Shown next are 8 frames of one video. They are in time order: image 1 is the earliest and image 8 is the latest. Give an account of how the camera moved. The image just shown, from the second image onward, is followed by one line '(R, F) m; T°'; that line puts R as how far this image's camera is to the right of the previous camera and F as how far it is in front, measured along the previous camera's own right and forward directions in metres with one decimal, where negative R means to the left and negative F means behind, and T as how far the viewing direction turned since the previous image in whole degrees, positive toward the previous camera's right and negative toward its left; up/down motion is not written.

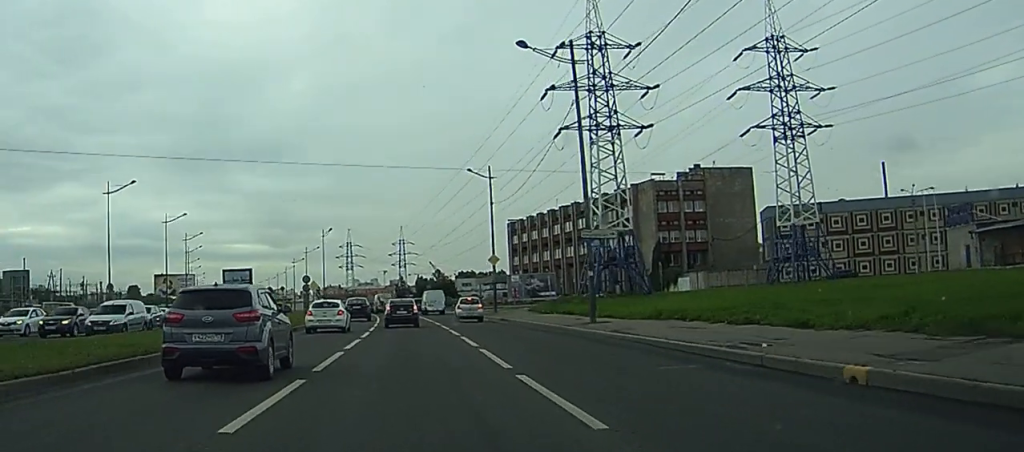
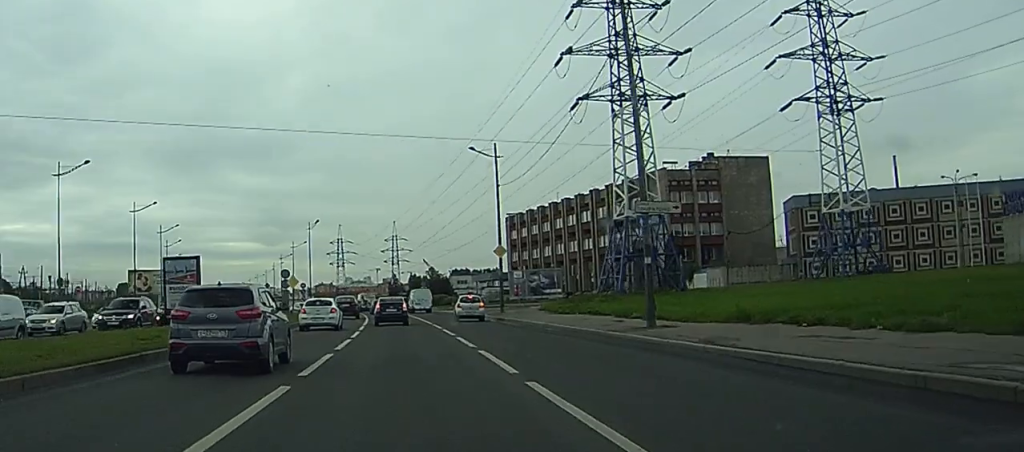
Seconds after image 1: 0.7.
(0.0, +9.2) m; 0°
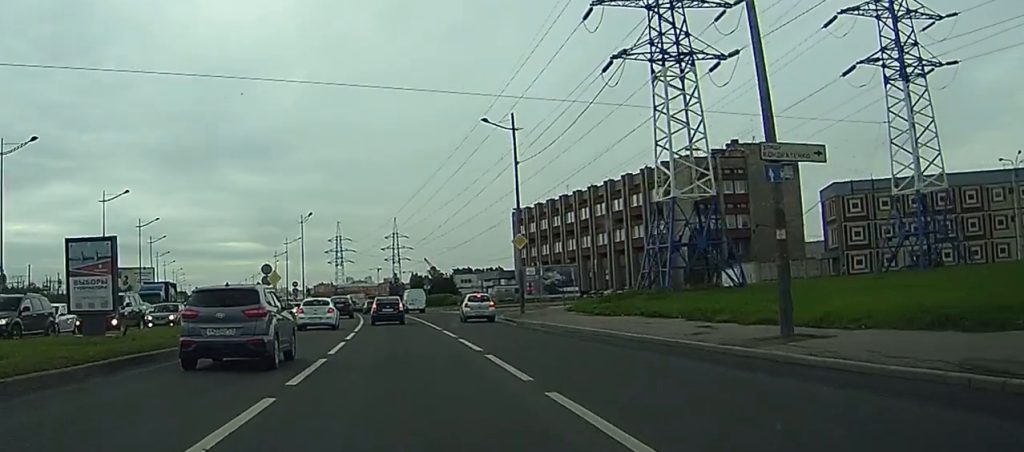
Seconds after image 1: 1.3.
(0.0, +9.3) m; 0°
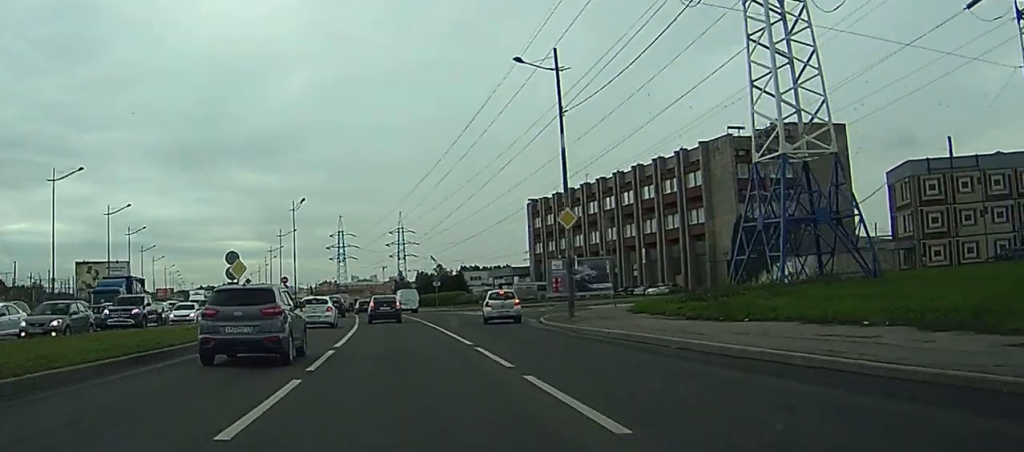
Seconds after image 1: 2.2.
(0.0, +12.9) m; 0°
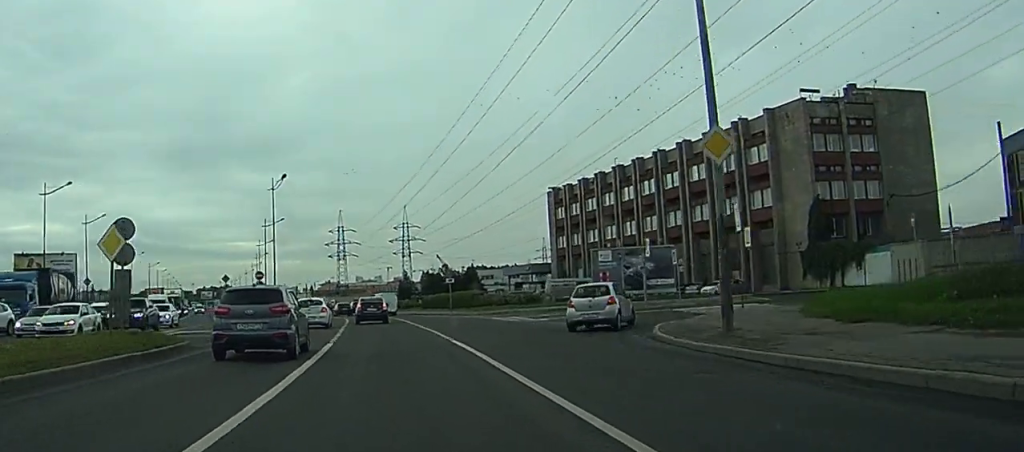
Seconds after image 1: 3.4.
(-0.1, +17.6) m; 0°
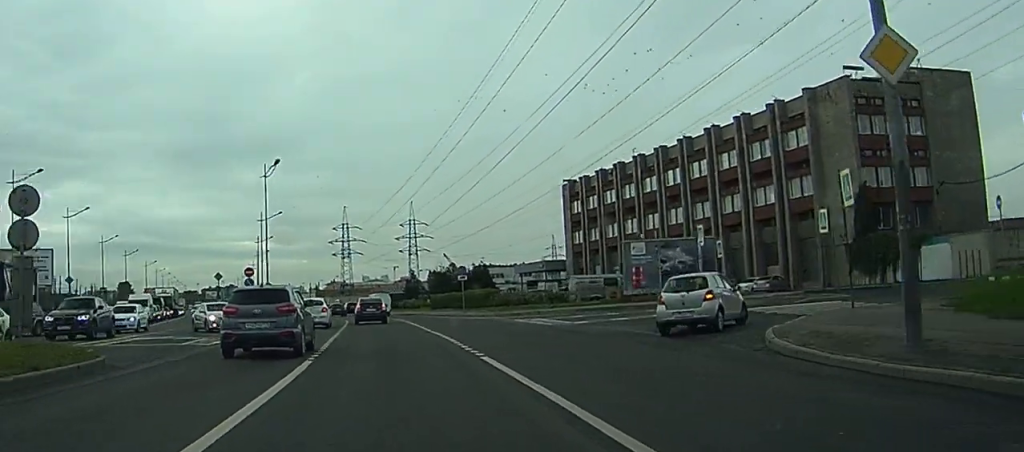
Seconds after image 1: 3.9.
(0.0, +7.5) m; 0°
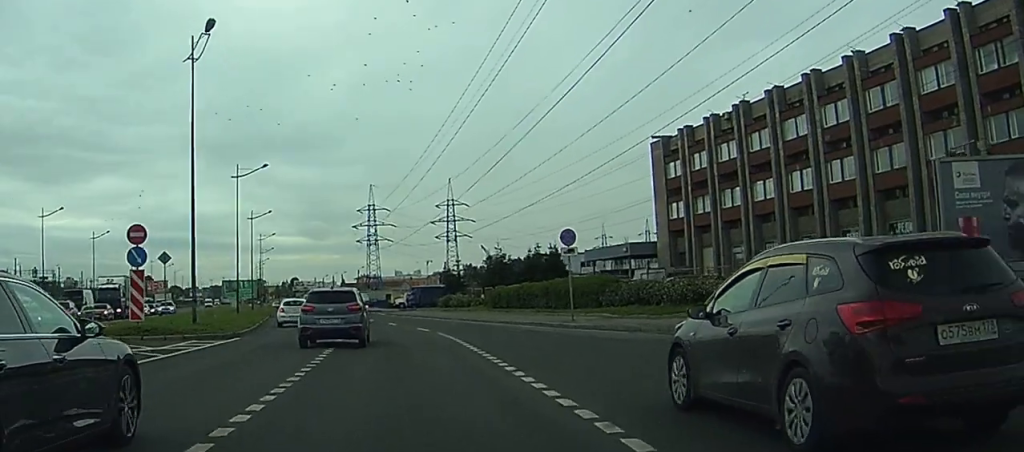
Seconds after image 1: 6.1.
(-0.5, +32.8) m; -2°
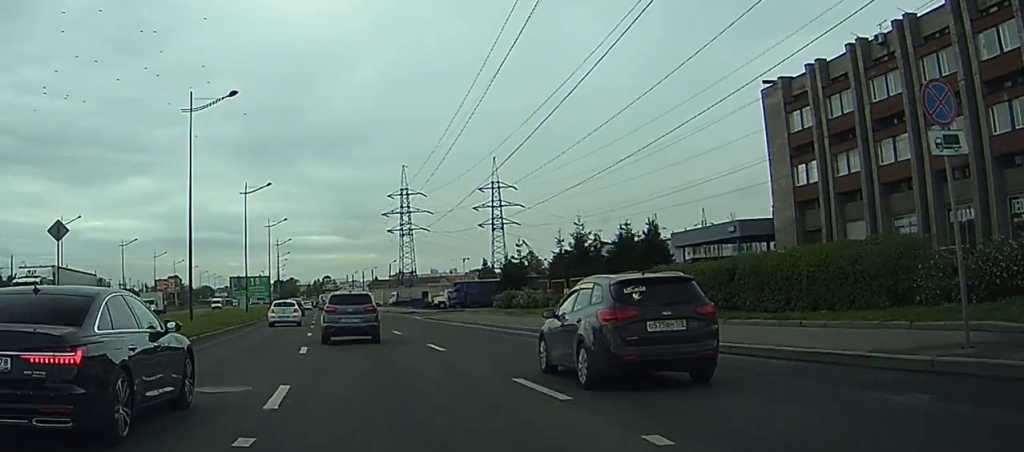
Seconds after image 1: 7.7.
(-0.4, +24.0) m; -2°
